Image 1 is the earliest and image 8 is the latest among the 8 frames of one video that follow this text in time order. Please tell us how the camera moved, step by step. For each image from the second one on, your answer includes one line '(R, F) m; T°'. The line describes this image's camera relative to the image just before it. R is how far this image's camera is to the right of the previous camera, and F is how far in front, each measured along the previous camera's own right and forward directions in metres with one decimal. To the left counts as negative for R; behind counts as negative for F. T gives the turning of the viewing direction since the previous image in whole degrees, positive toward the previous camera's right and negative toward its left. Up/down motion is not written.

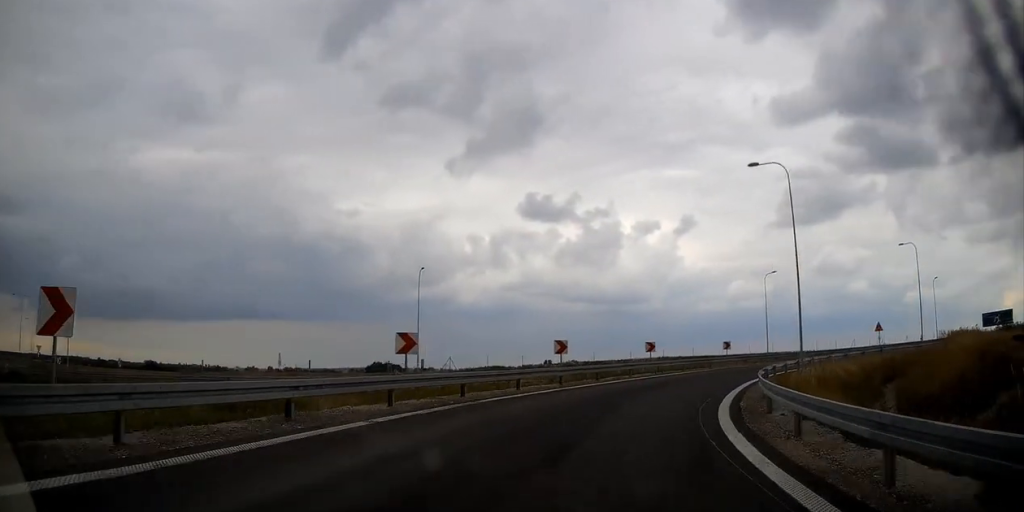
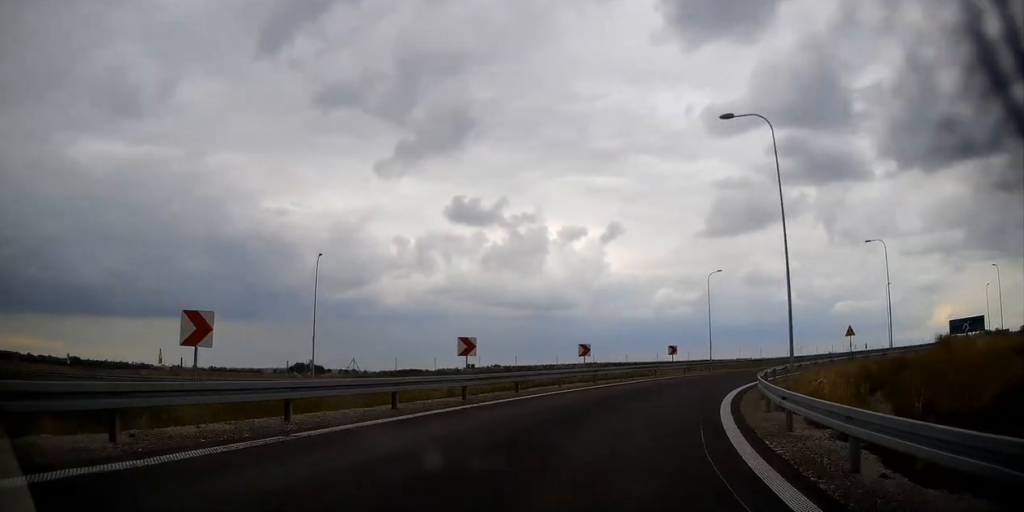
(+0.5, +7.4) m; +9°
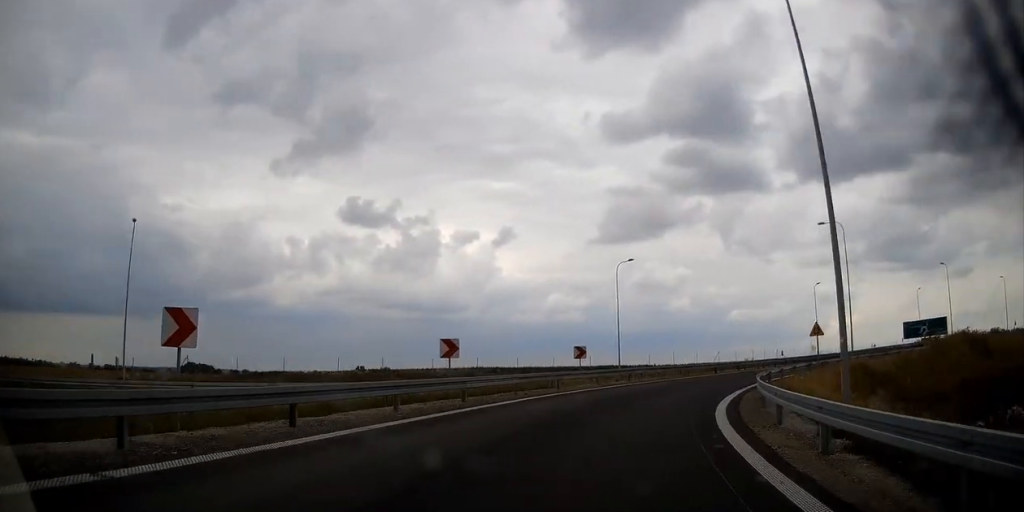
(+1.6, +11.2) m; +13°
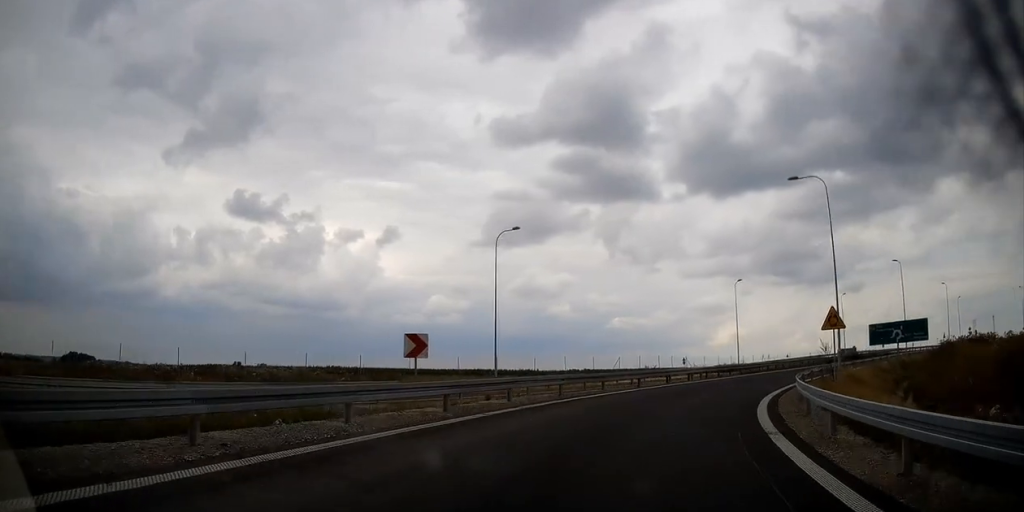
(+1.6, +14.6) m; +13°
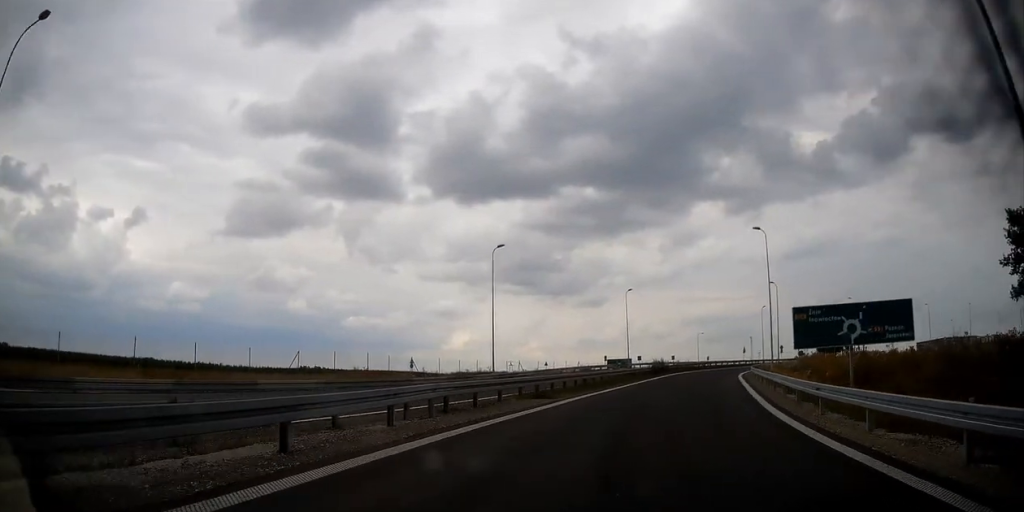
(+4.9, +26.1) m; +23°
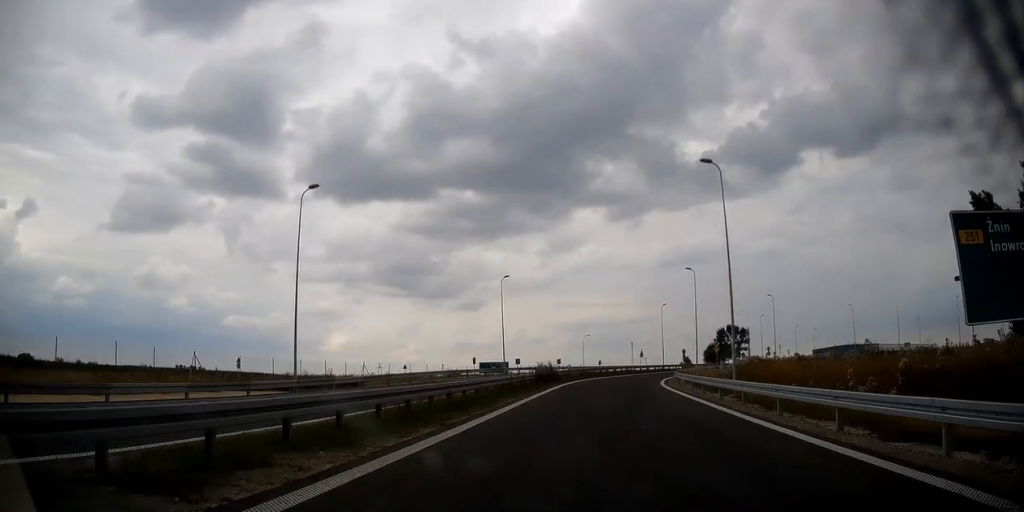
(+2.3, +17.1) m; +11°
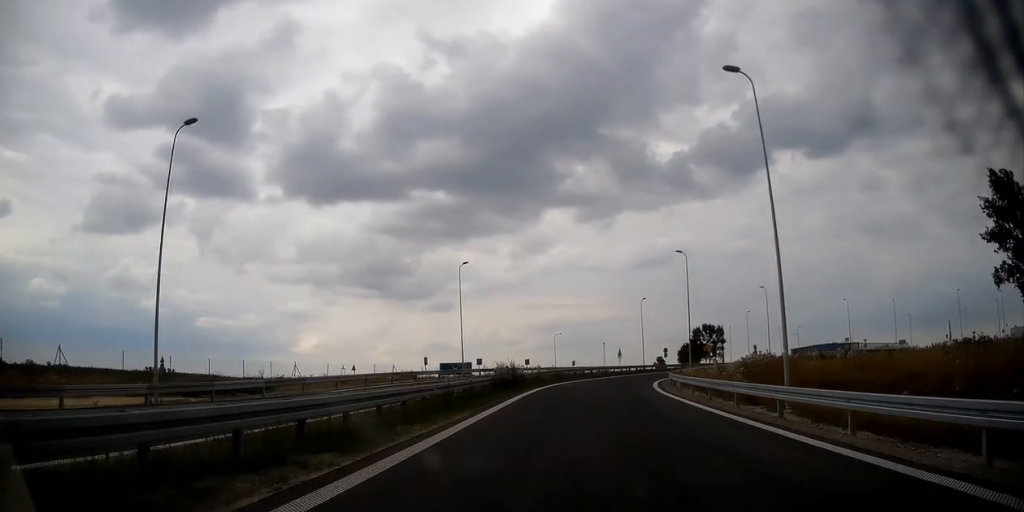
(+0.2, +9.7) m; +4°
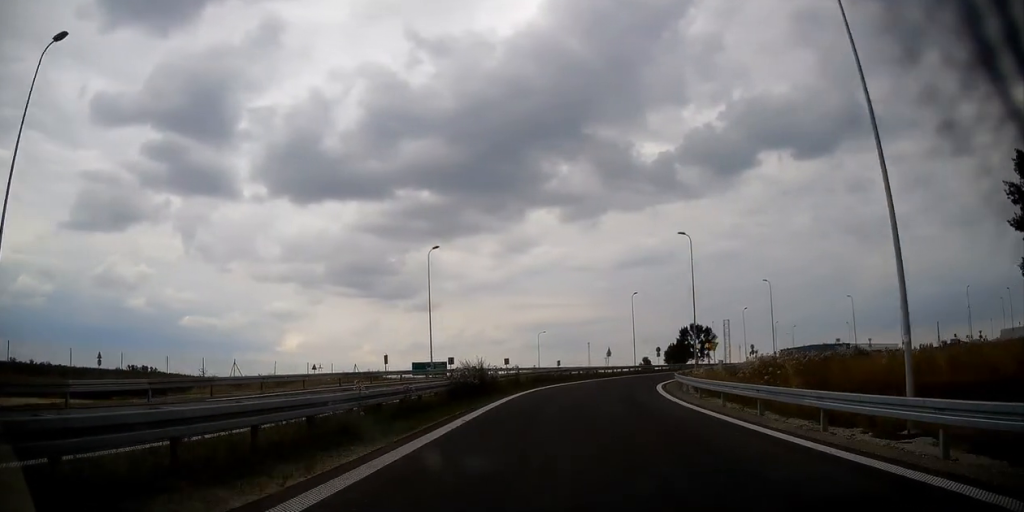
(+0.5, +7.5) m; +2°
